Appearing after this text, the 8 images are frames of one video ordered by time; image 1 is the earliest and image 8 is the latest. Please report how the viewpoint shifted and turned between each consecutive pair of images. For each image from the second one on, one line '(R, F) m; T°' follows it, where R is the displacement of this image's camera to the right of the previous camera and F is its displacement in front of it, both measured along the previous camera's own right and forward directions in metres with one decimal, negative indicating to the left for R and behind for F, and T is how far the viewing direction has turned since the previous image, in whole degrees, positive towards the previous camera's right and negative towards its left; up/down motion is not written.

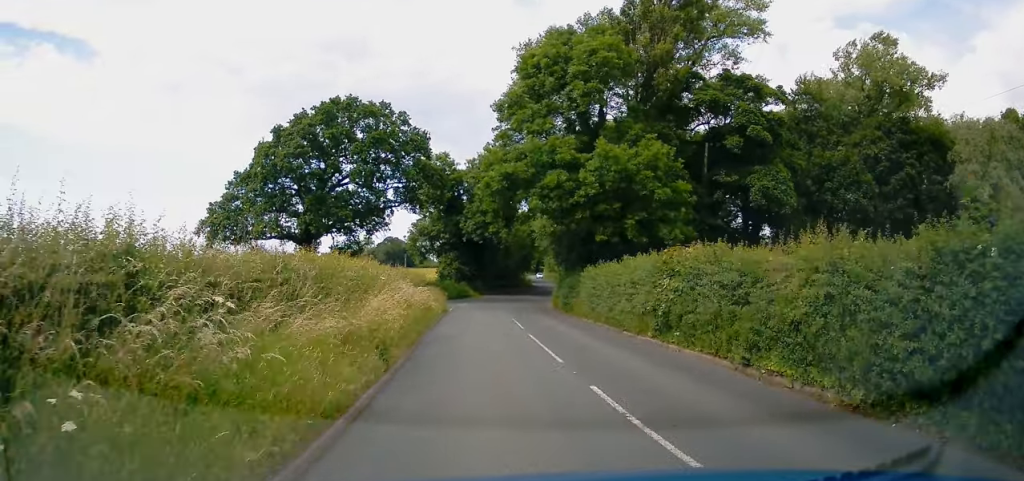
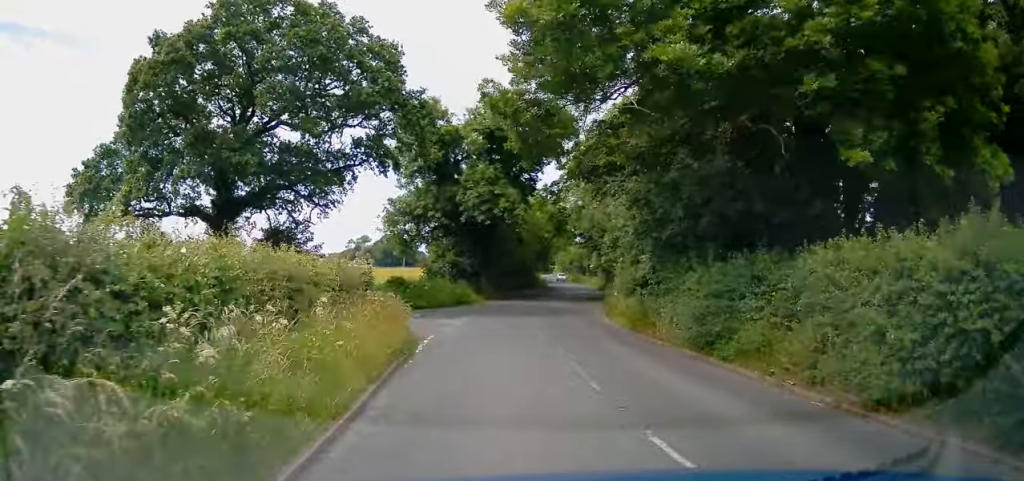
(0.0, +19.1) m; +1°
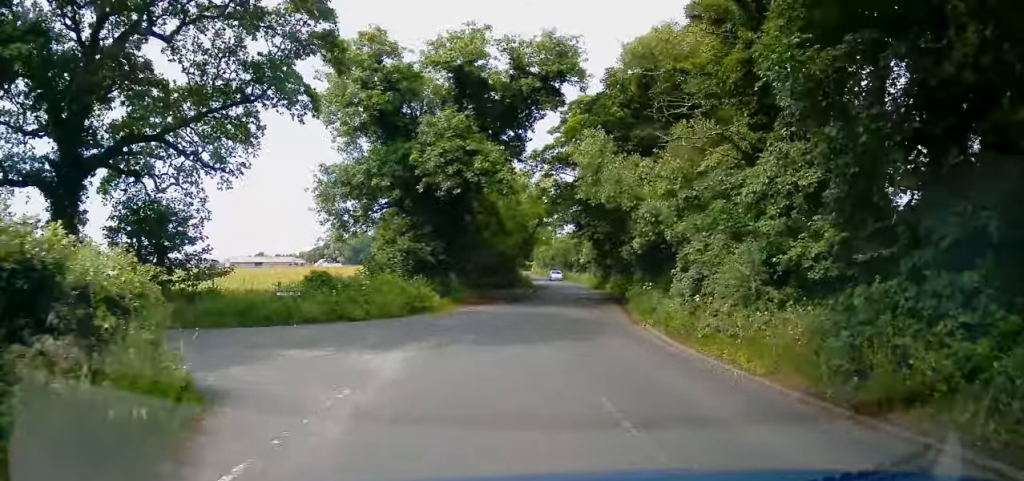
(0.0, +13.0) m; +2°
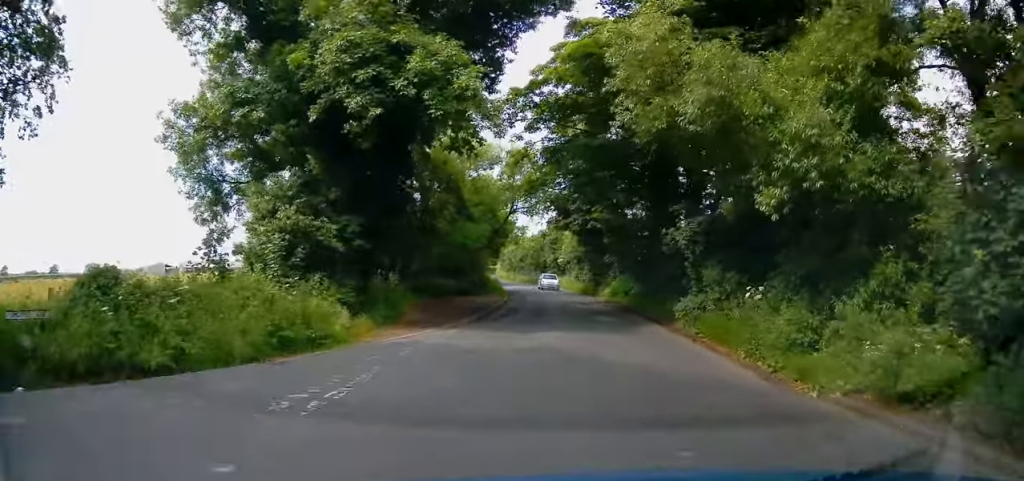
(+0.4, +13.5) m; +4°
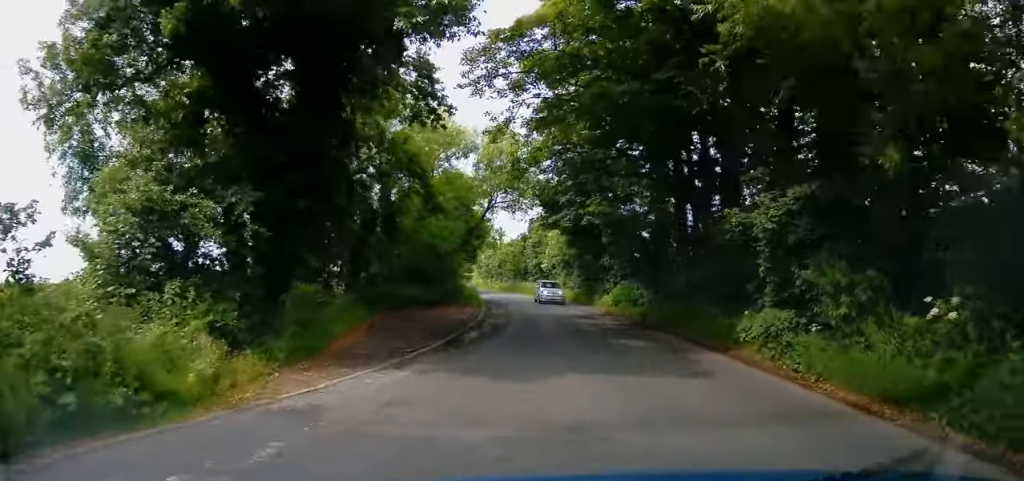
(+0.2, +6.6) m; +2°
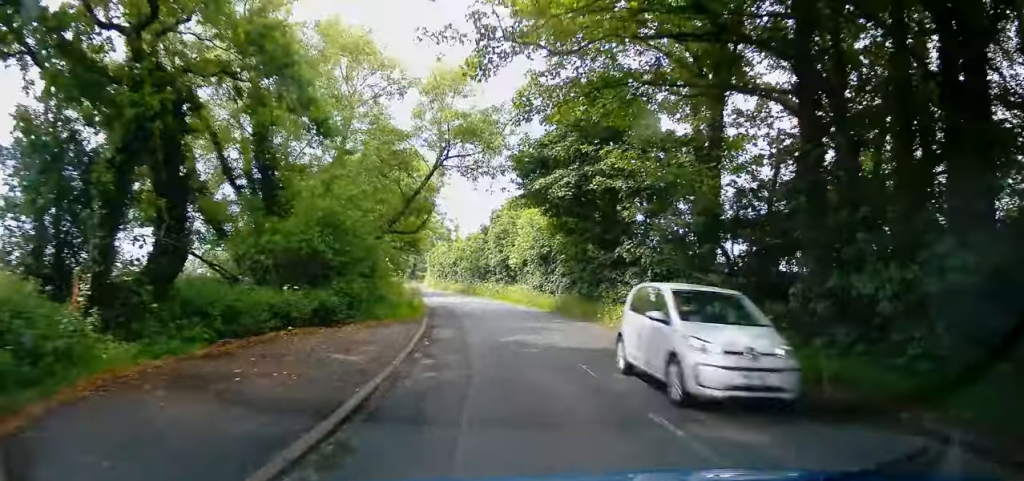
(+0.4, +13.4) m; +2°
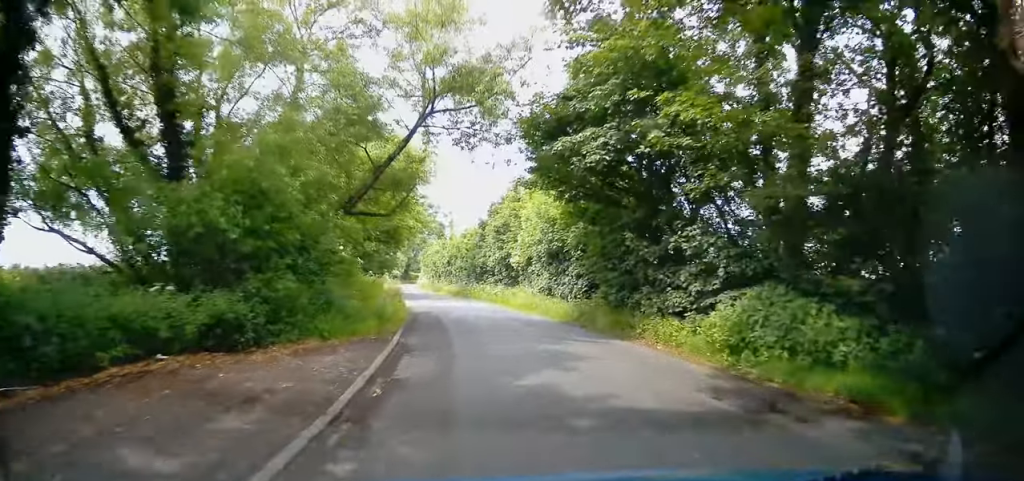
(+0.1, +6.4) m; +1°
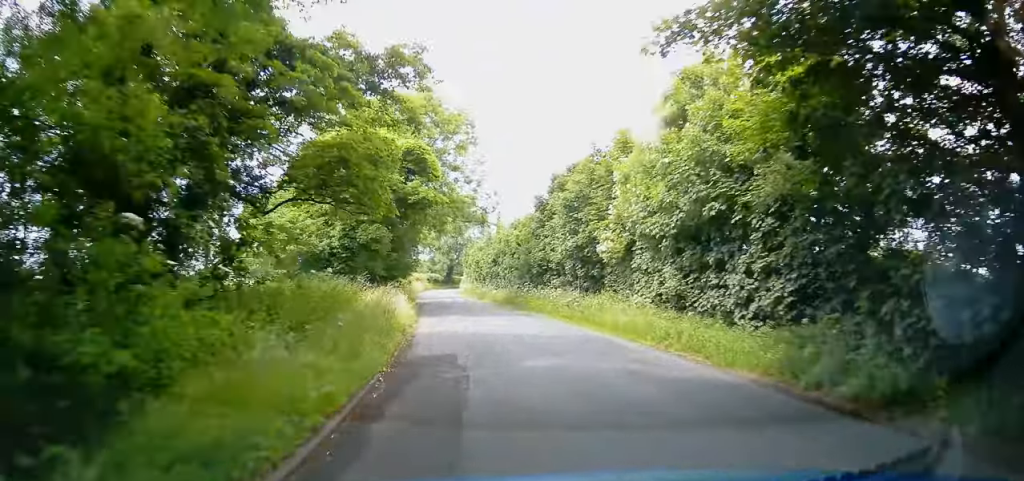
(+0.1, +14.9) m; -3°
